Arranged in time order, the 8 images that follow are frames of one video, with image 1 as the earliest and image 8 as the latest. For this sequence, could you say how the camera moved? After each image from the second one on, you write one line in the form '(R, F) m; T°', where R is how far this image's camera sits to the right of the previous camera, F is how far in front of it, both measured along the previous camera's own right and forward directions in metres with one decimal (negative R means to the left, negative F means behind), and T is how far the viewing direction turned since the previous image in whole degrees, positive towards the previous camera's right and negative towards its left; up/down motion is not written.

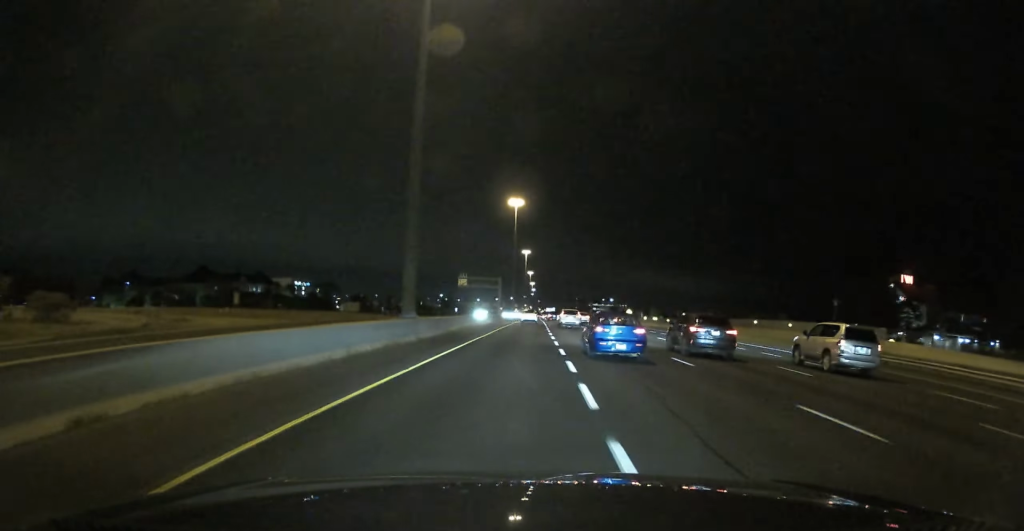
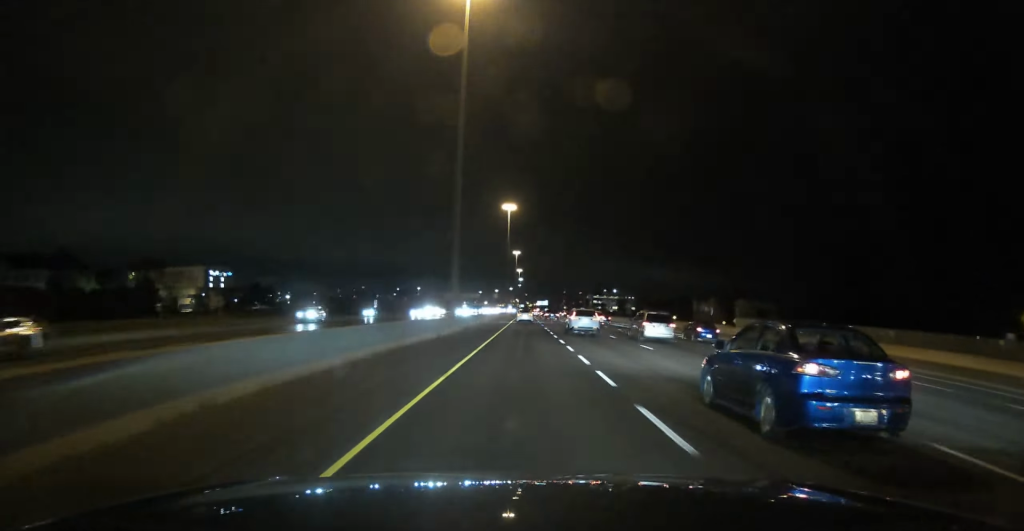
(-0.1, +148.6) m; 0°
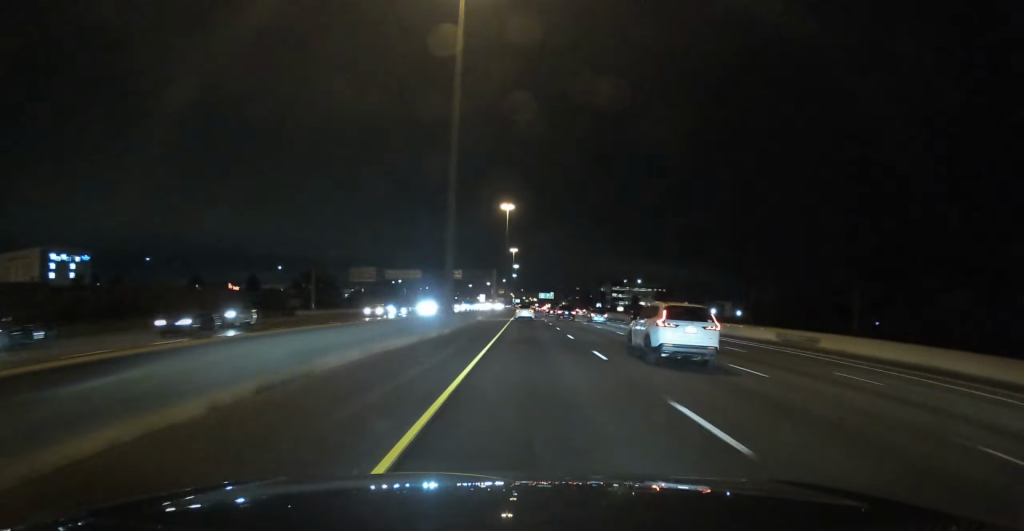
(+0.2, +142.7) m; 0°
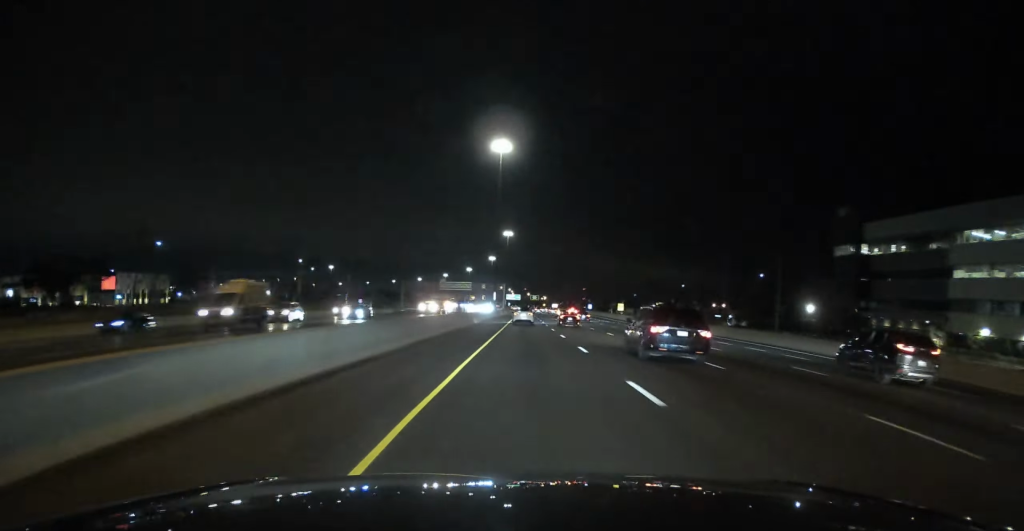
(+1.6, +376.8) m; 0°
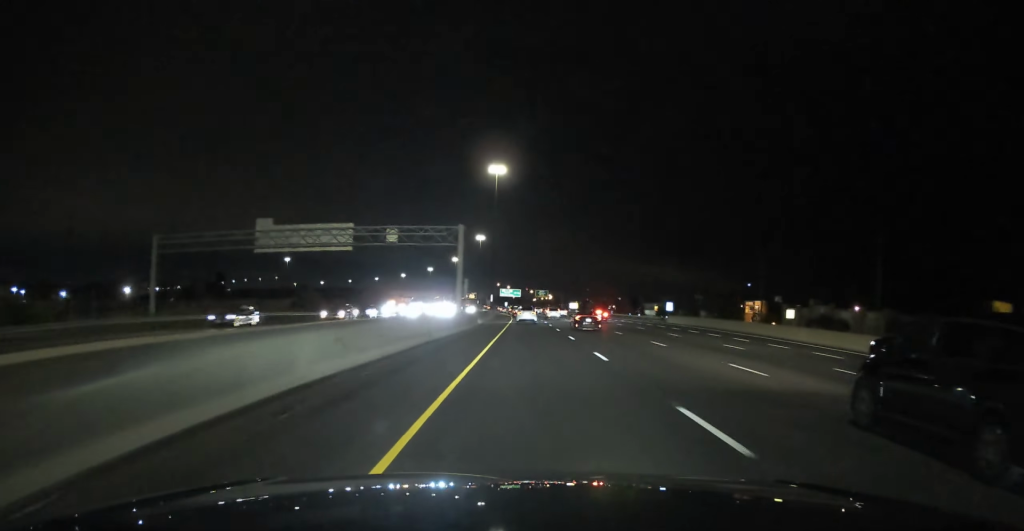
(-0.4, +120.3) m; -2°
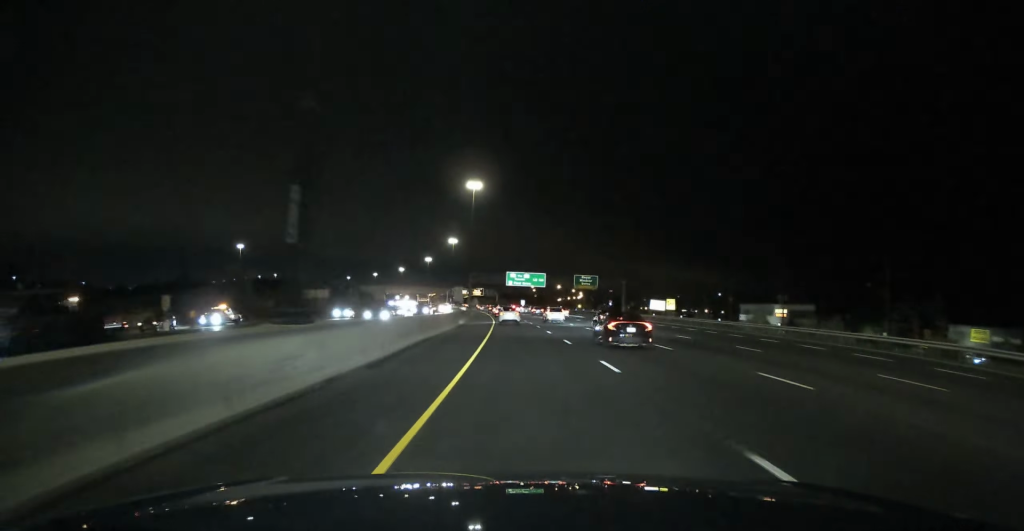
(-2.5, +125.5) m; -3°
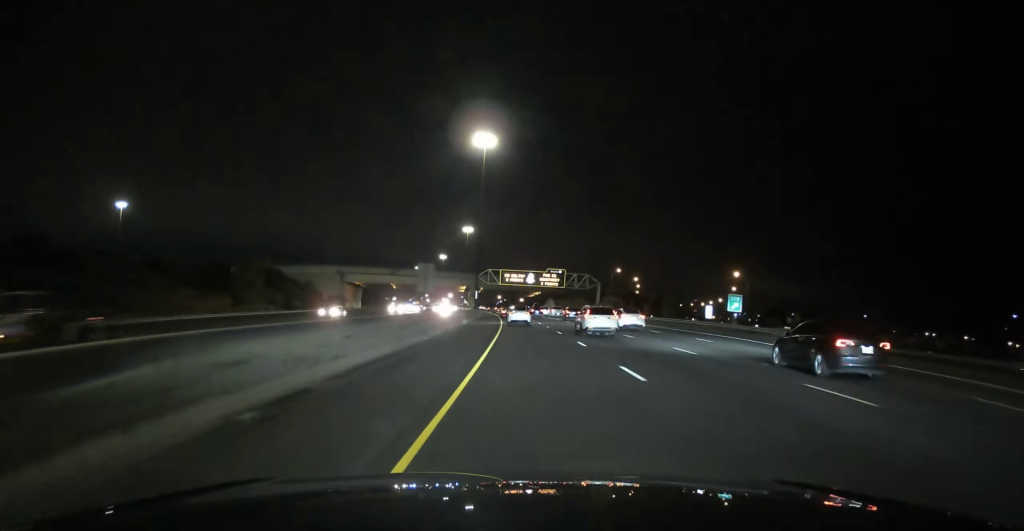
(-9.7, +197.5) m; -6°
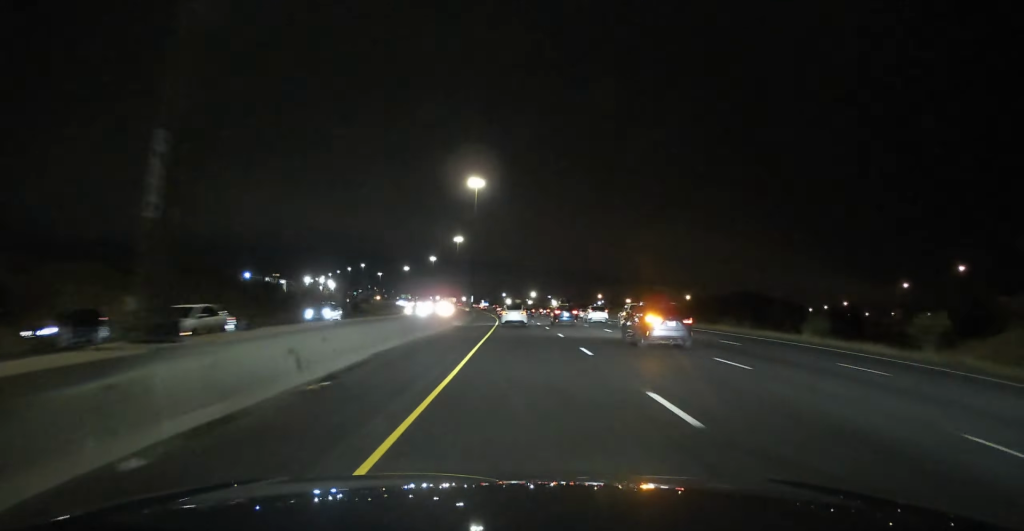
(-16.2, +244.3) m; -8°
